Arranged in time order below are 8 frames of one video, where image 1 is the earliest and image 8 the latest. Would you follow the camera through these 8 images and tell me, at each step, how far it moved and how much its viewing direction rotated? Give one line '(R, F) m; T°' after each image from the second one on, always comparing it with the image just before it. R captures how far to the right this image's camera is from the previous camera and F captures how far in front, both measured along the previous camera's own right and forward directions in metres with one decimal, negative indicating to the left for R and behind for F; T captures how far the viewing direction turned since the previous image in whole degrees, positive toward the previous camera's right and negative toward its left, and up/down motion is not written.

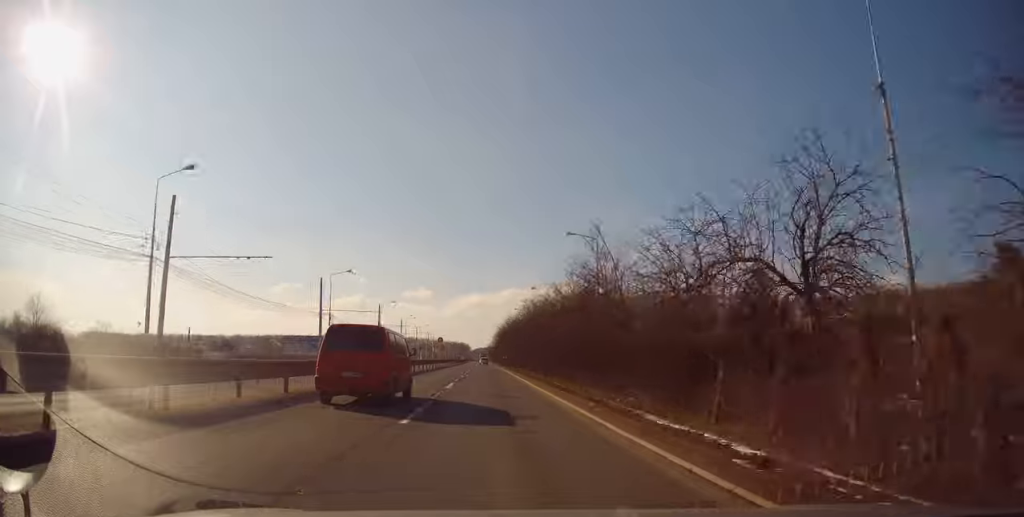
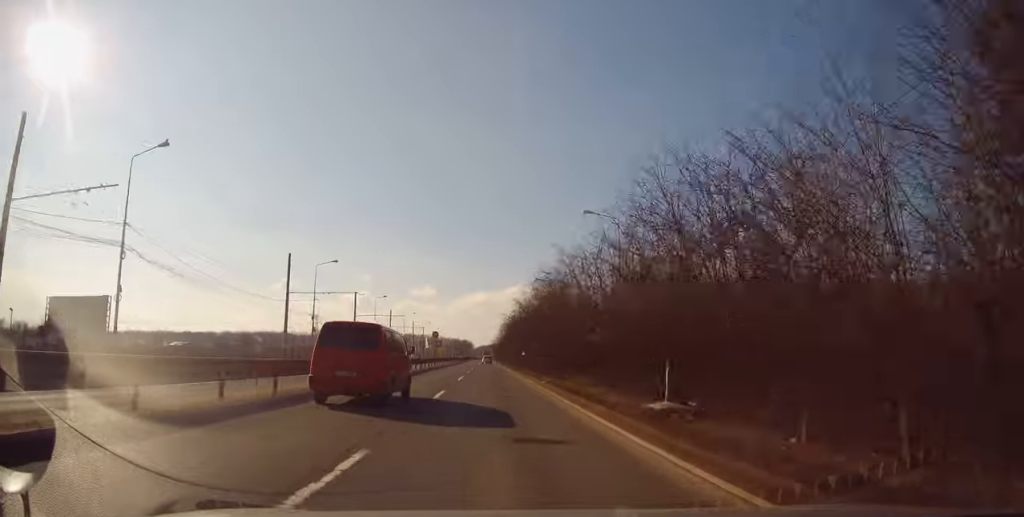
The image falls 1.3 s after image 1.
(-0.1, +41.4) m; 0°
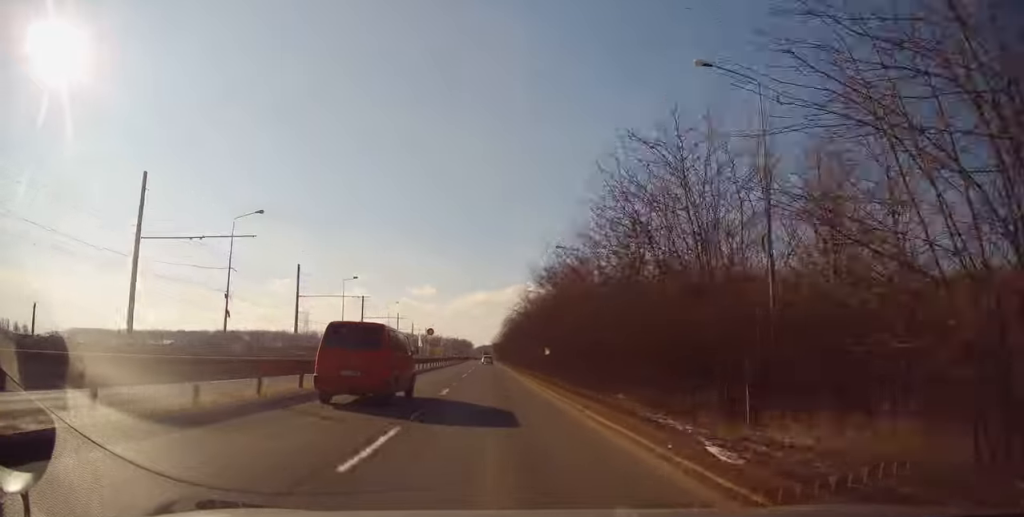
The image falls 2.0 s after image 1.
(0.0, +21.5) m; 0°
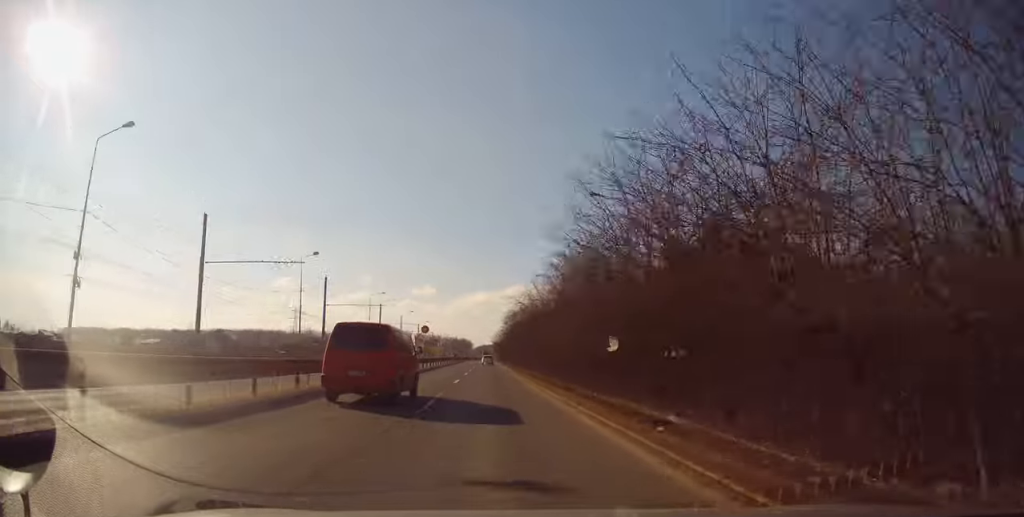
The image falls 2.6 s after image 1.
(-0.3, +17.2) m; 0°
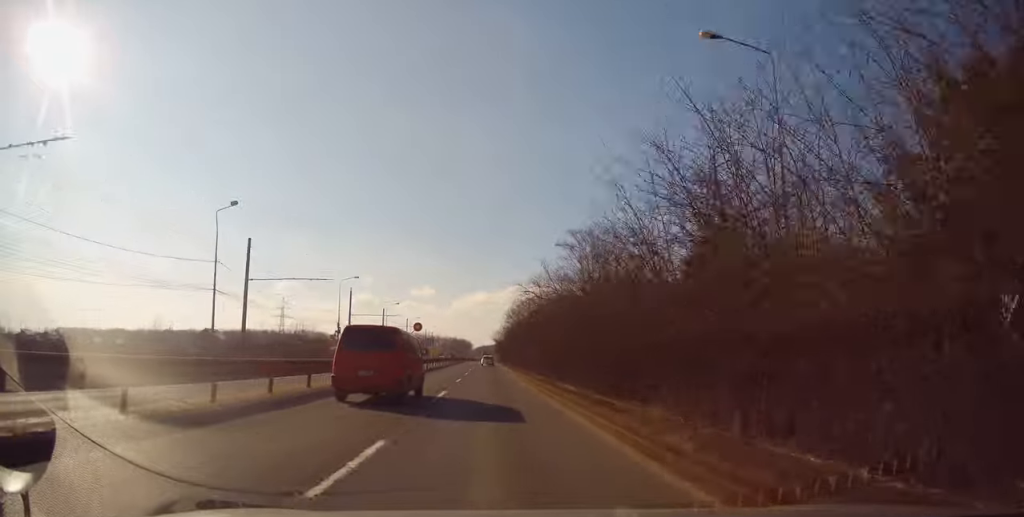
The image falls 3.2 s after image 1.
(+0.2, +19.1) m; 0°
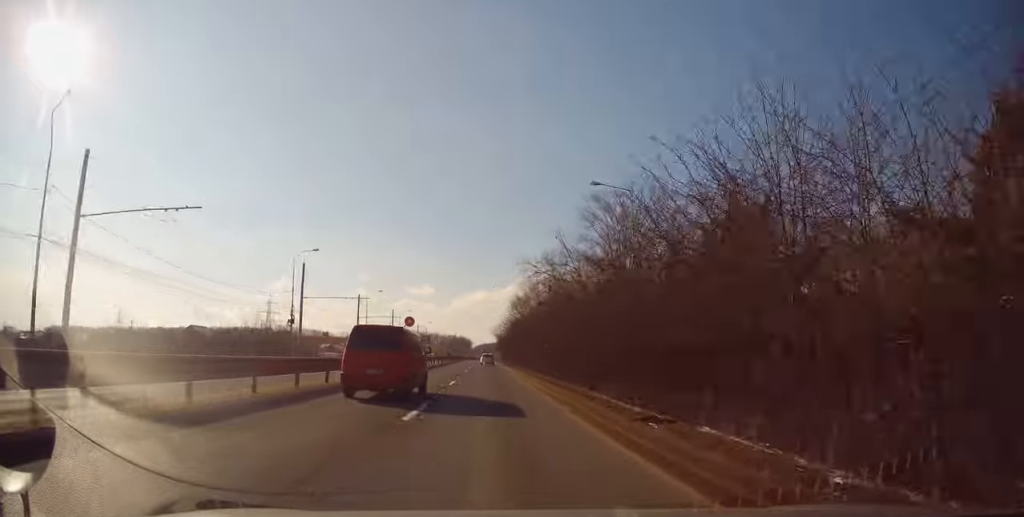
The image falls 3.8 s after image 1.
(+0.2, +17.9) m; 0°
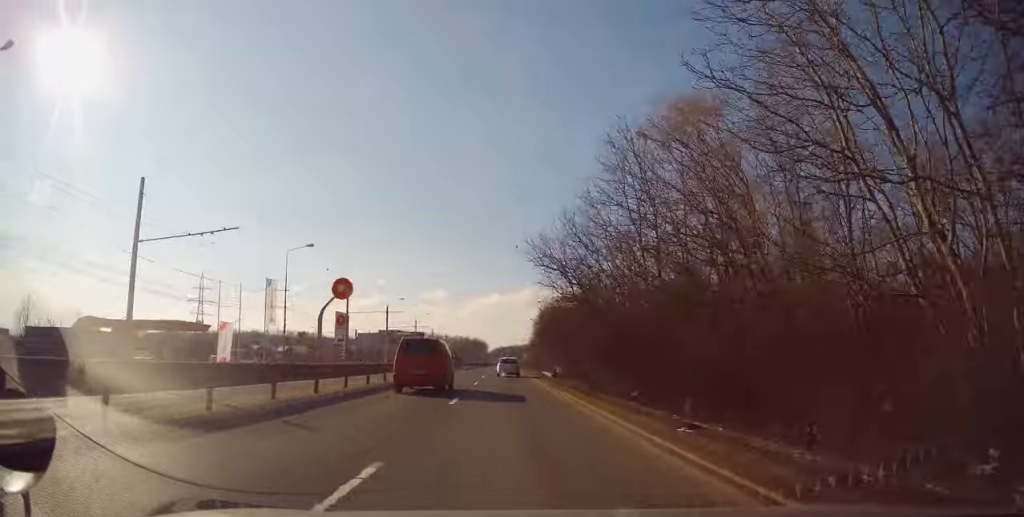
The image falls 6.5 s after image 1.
(-1.3, +77.7) m; -2°
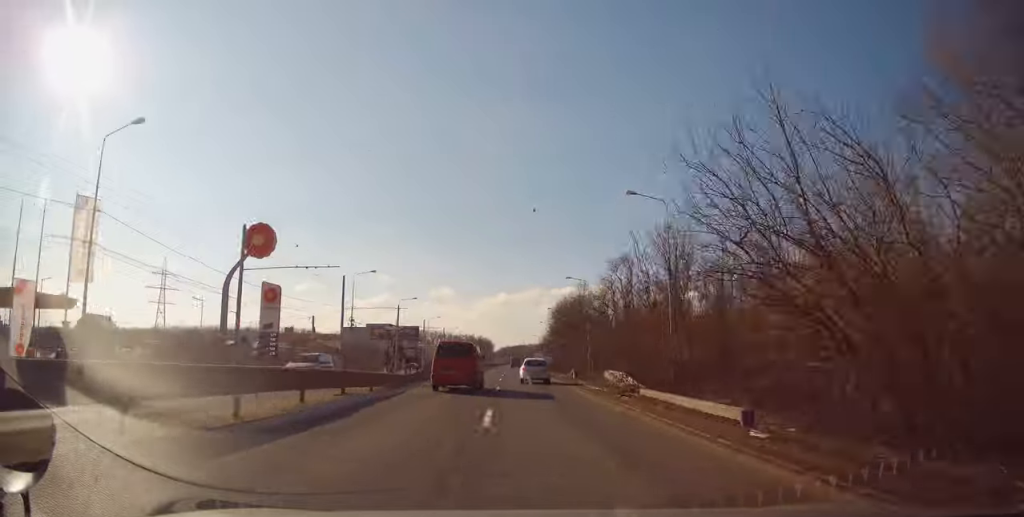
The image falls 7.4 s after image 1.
(-0.5, +27.8) m; -1°
